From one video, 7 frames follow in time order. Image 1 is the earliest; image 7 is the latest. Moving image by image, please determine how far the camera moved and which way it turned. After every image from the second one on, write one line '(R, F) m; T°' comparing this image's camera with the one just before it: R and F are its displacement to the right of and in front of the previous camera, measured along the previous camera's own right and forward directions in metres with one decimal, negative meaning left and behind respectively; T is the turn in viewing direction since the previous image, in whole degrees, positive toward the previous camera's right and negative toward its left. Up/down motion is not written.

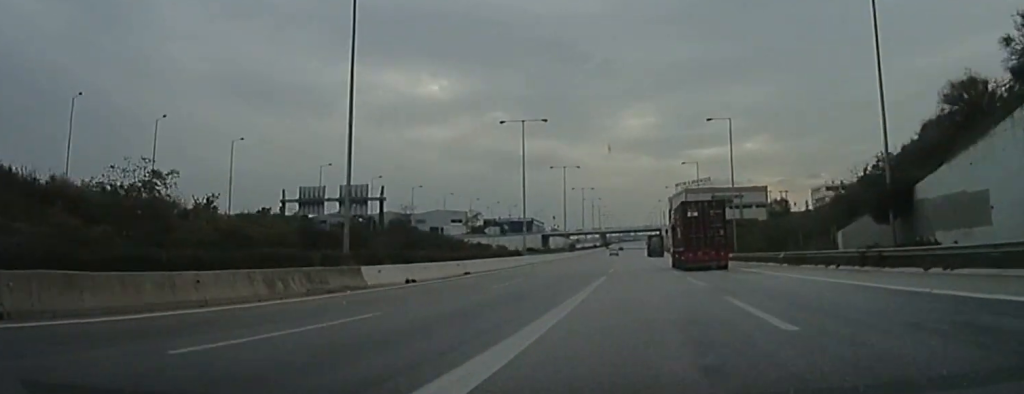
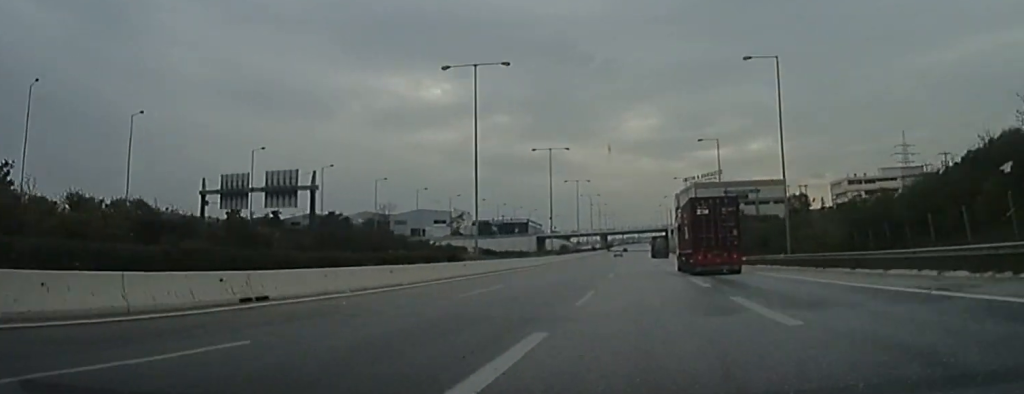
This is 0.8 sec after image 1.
(-0.2, +25.4) m; 0°
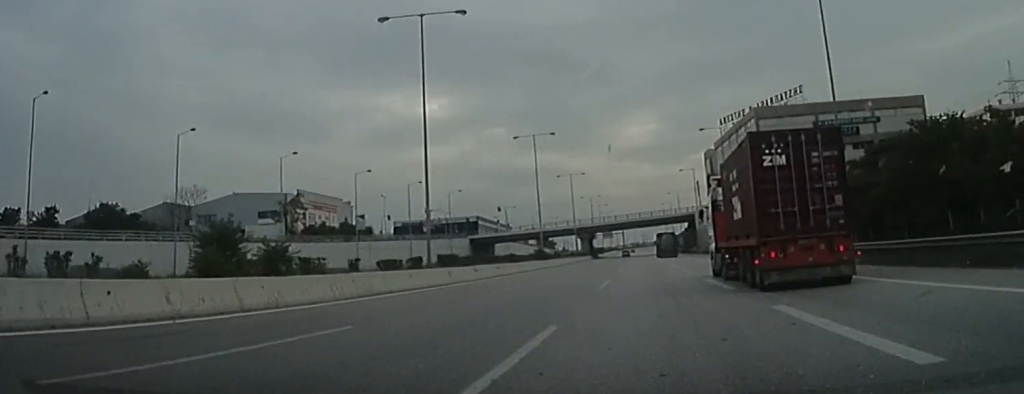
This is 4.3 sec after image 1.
(-0.2, +104.0) m; 0°
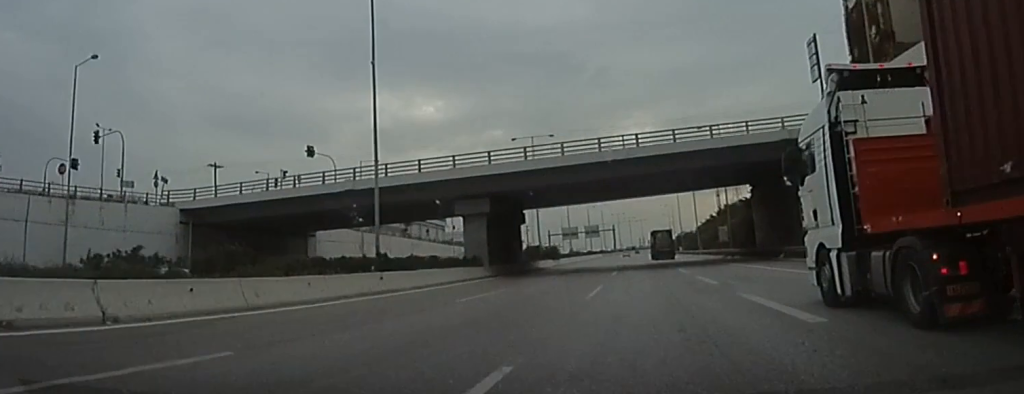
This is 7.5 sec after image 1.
(+0.2, +91.6) m; 0°
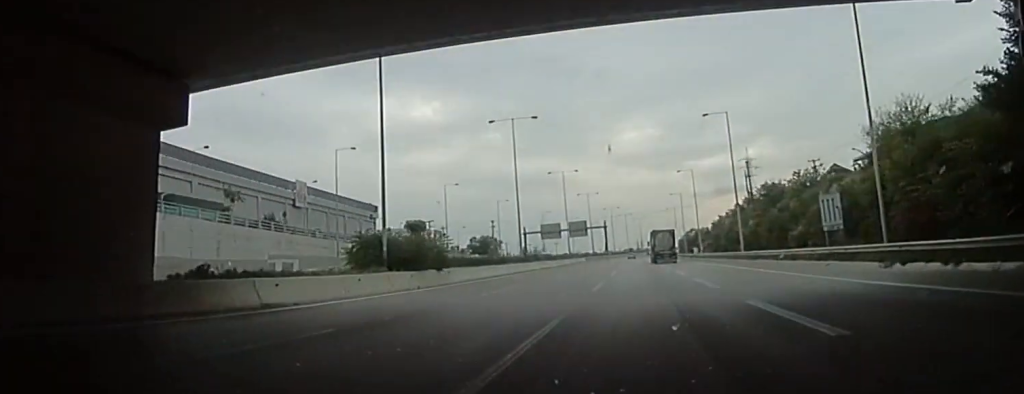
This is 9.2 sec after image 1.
(0.0, +48.2) m; 0°
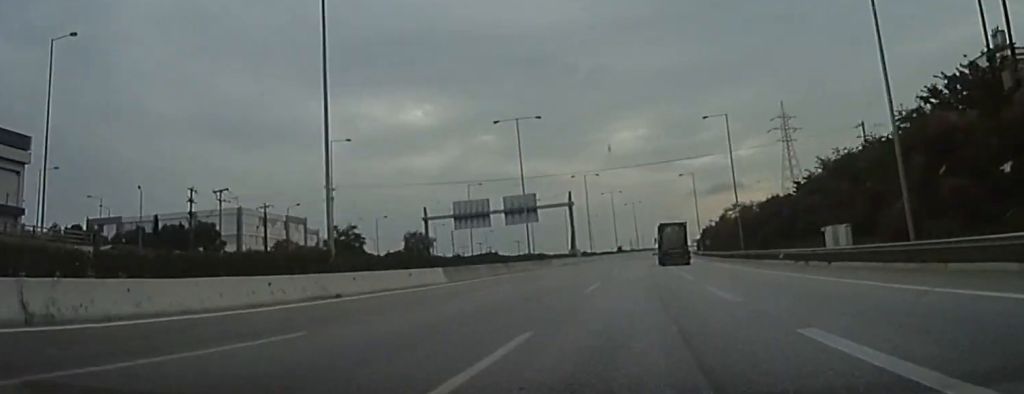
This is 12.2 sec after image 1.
(+1.1, +91.4) m; +2°
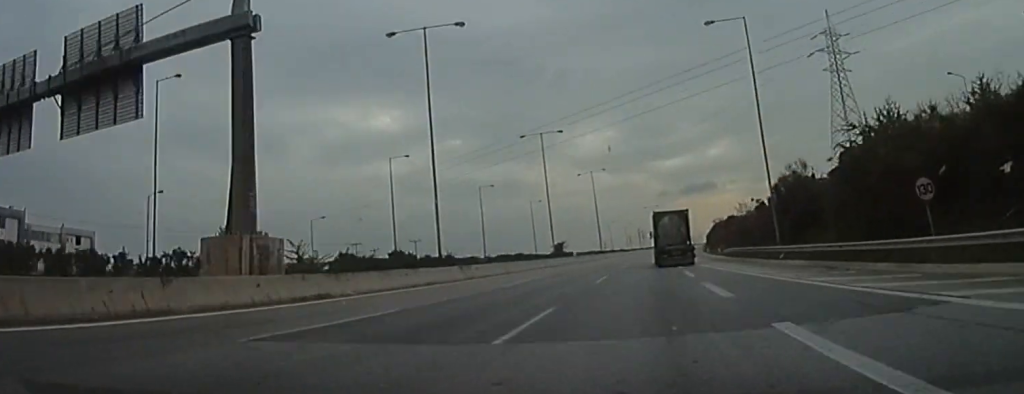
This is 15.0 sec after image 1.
(+2.5, +101.8) m; +3°
